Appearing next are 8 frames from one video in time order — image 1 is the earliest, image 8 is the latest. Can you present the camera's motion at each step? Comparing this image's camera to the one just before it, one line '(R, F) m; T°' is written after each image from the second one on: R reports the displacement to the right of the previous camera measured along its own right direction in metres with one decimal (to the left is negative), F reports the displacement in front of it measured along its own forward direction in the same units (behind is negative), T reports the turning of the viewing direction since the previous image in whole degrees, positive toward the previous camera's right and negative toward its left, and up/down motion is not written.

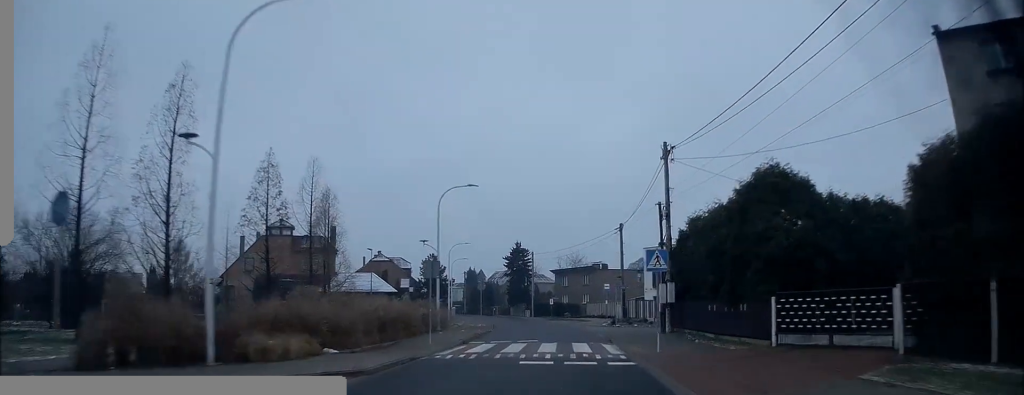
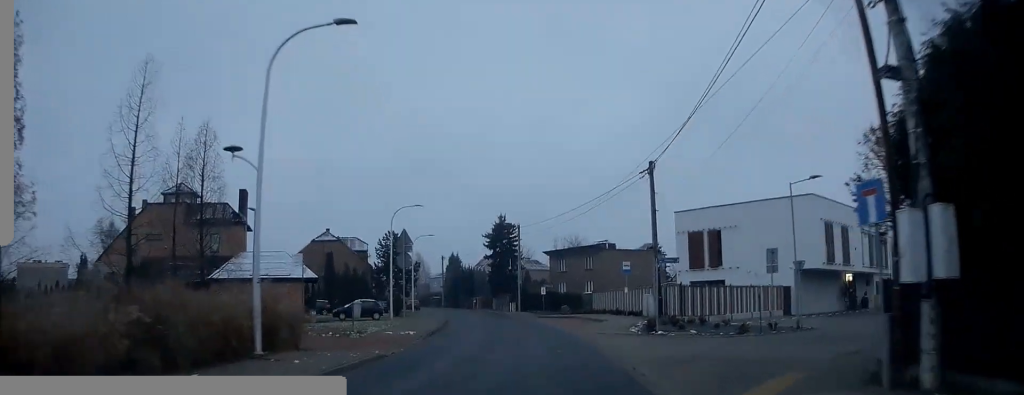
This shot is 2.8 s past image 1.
(-0.3, +20.3) m; +1°
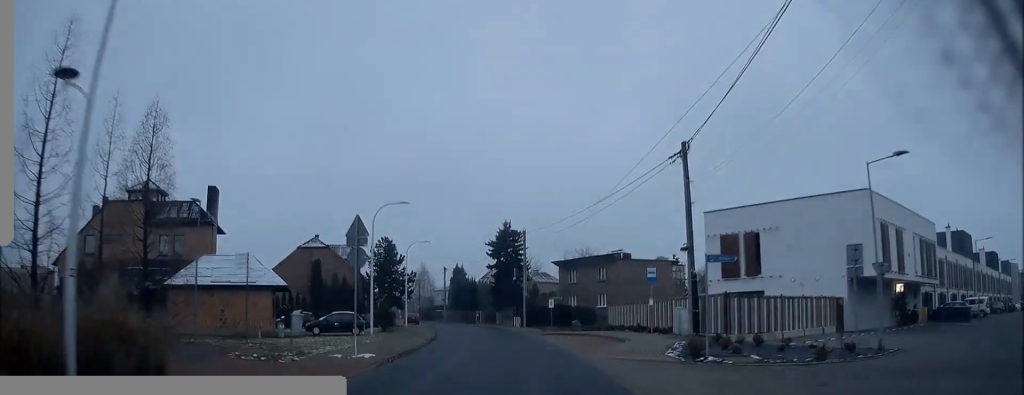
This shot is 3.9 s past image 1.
(+0.1, +6.7) m; -3°
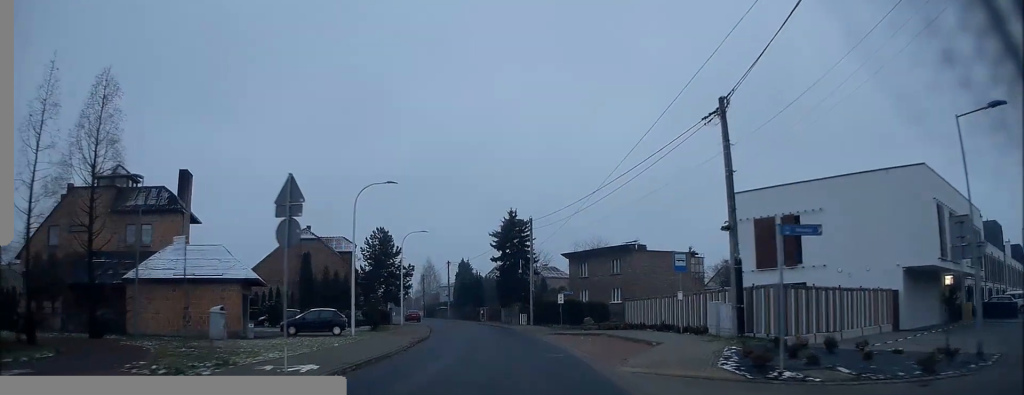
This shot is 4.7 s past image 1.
(-0.3, +5.2) m; -3°
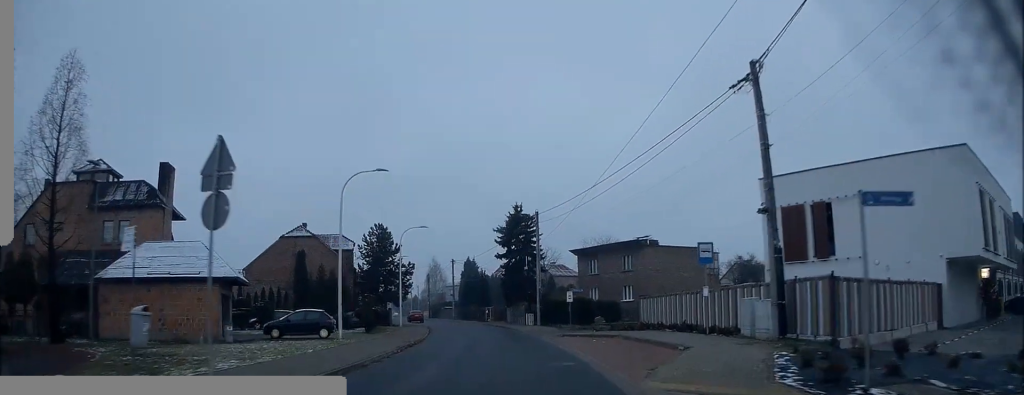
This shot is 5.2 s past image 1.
(+0.1, +3.1) m; 0°
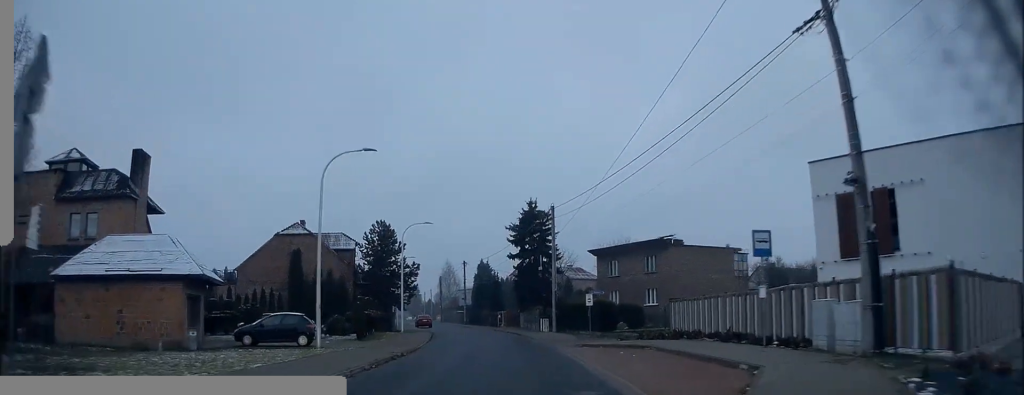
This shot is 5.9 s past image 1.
(0.0, +4.5) m; -1°
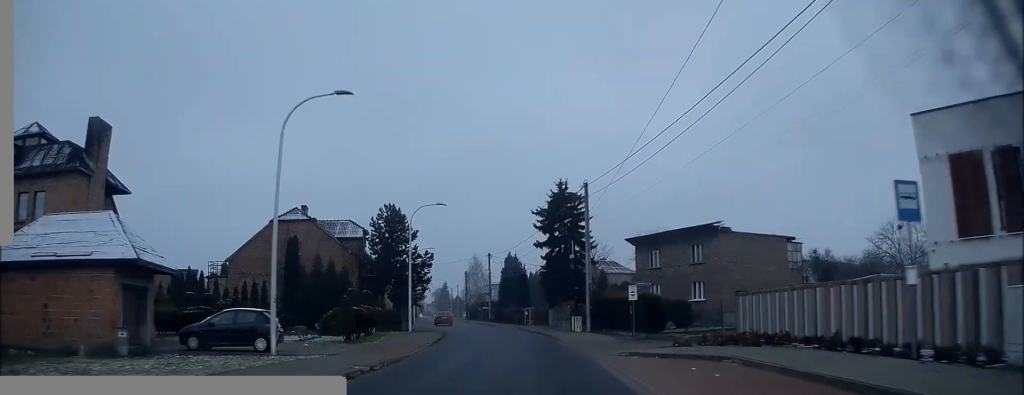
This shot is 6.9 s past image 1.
(-0.1, +6.3) m; -3°
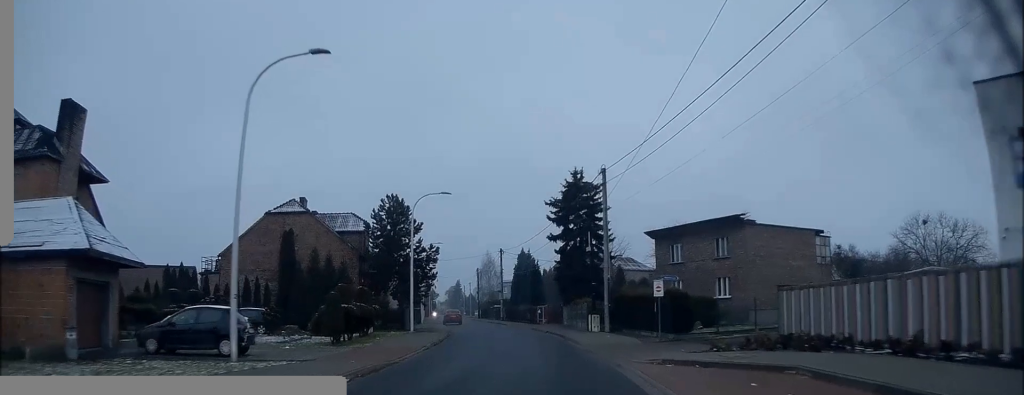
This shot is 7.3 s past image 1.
(-0.1, +3.0) m; -2°
